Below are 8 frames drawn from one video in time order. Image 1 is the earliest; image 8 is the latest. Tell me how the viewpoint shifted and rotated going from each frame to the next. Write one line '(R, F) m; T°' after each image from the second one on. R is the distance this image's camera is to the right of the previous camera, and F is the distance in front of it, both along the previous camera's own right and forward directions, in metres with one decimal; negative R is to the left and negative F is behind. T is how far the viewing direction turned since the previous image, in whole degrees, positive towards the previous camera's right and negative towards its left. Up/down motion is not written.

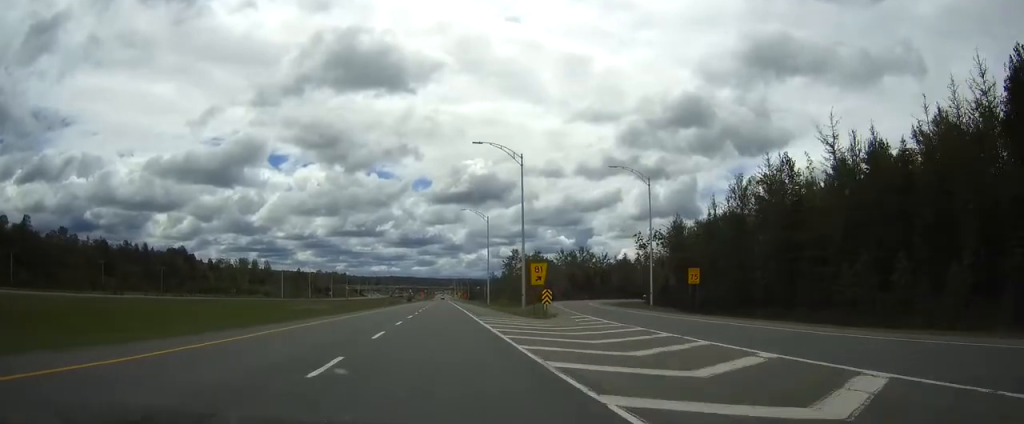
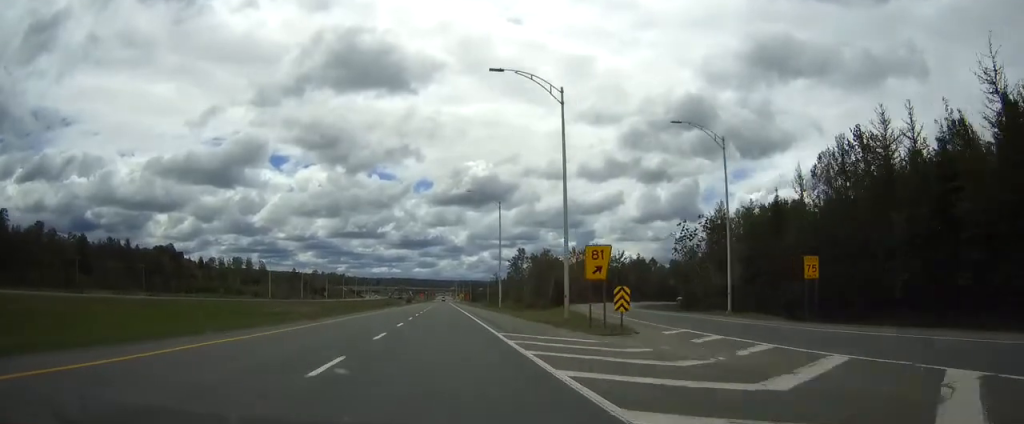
(-0.1, +17.8) m; 0°
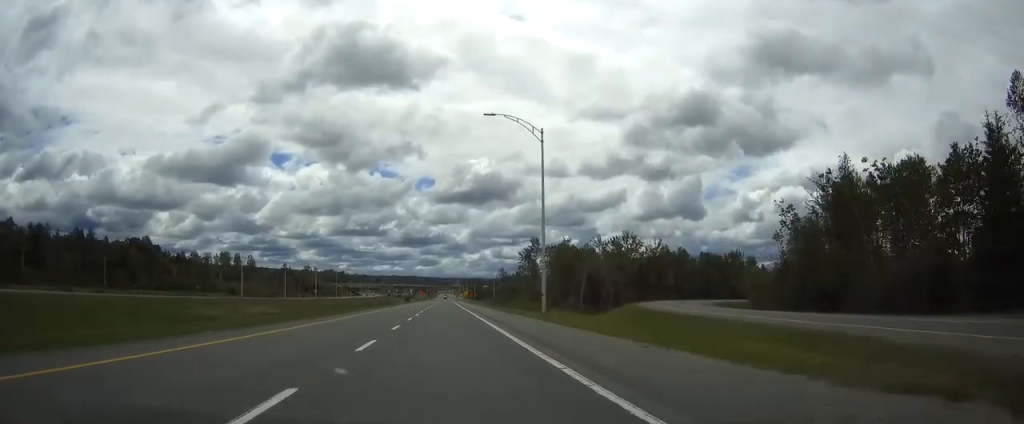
(-0.1, +31.3) m; 0°
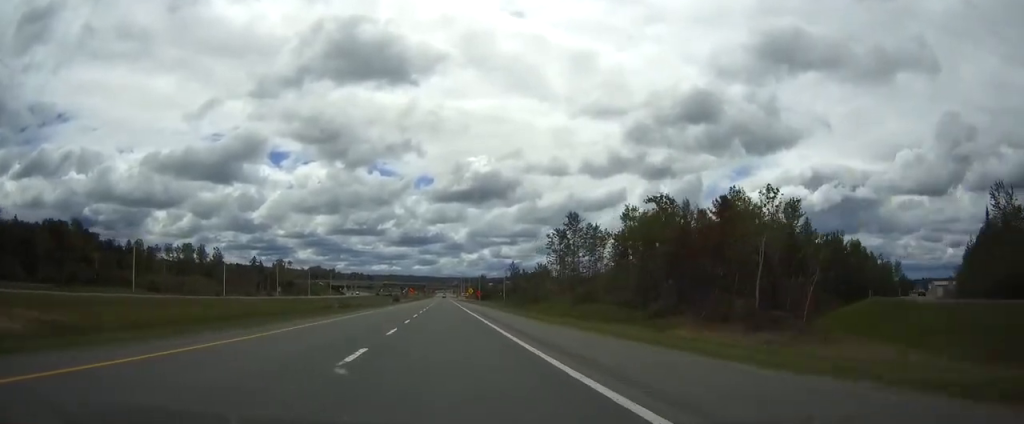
(+0.1, +65.3) m; 0°
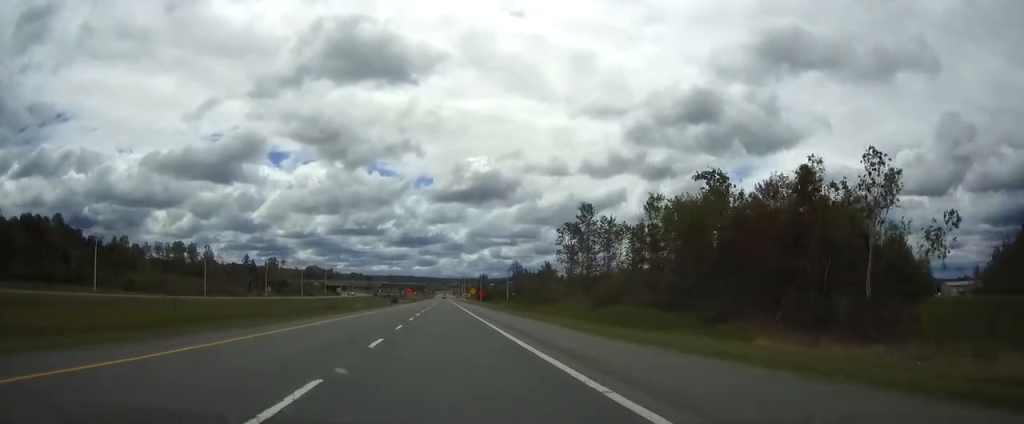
(0.0, +14.5) m; 0°
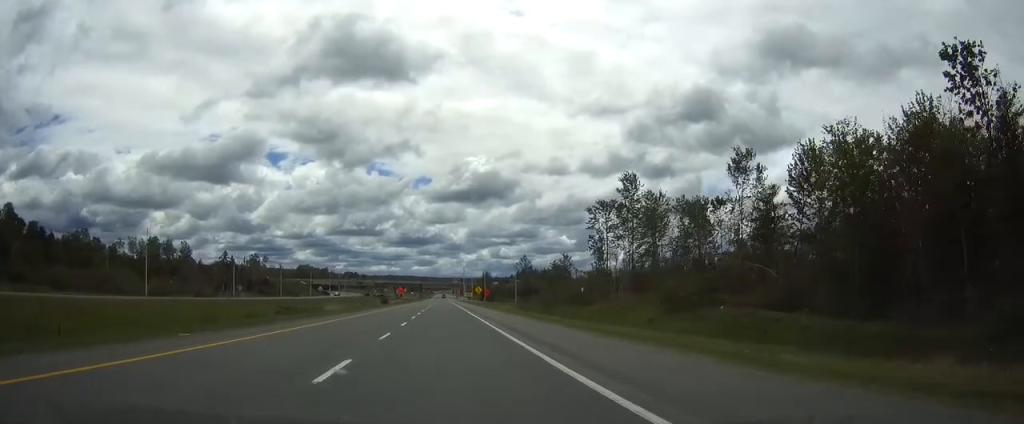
(0.0, +33.0) m; 0°
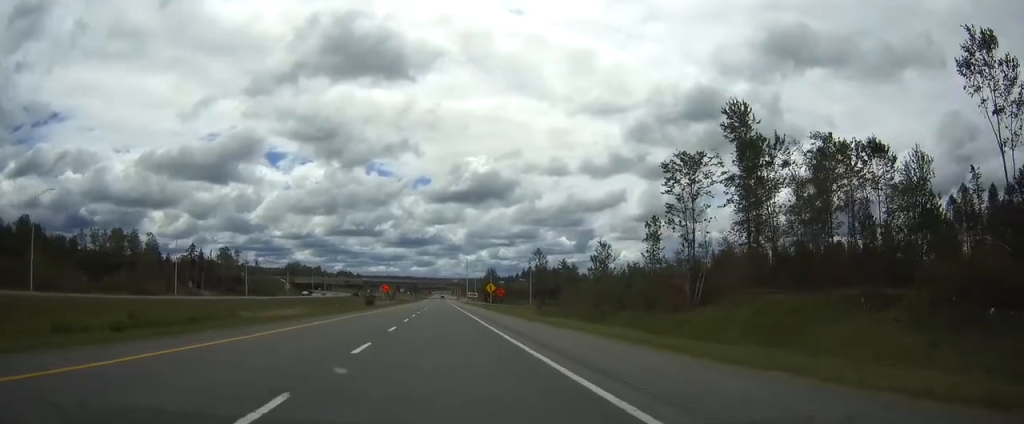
(+0.2, +40.4) m; 0°
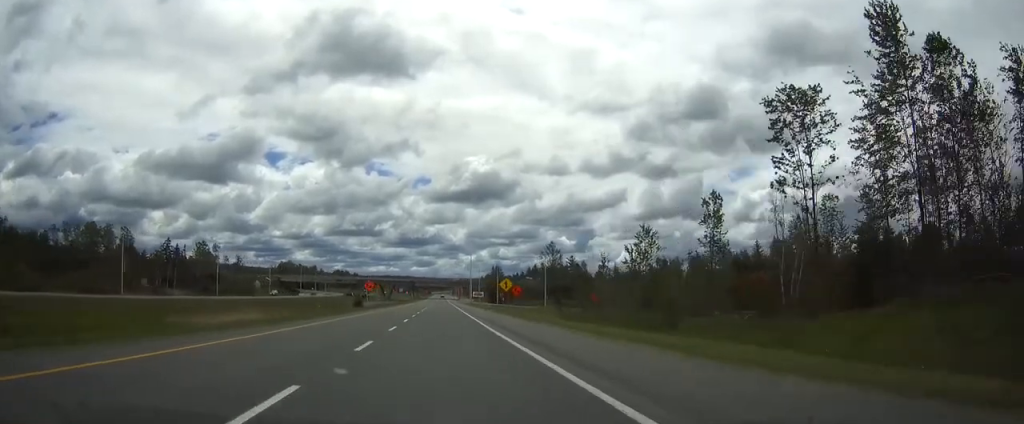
(0.0, +26.0) m; 0°
